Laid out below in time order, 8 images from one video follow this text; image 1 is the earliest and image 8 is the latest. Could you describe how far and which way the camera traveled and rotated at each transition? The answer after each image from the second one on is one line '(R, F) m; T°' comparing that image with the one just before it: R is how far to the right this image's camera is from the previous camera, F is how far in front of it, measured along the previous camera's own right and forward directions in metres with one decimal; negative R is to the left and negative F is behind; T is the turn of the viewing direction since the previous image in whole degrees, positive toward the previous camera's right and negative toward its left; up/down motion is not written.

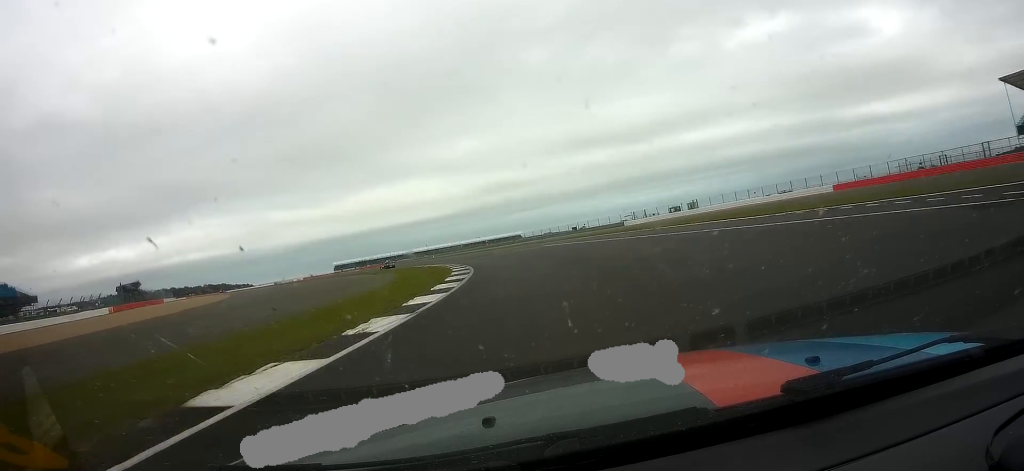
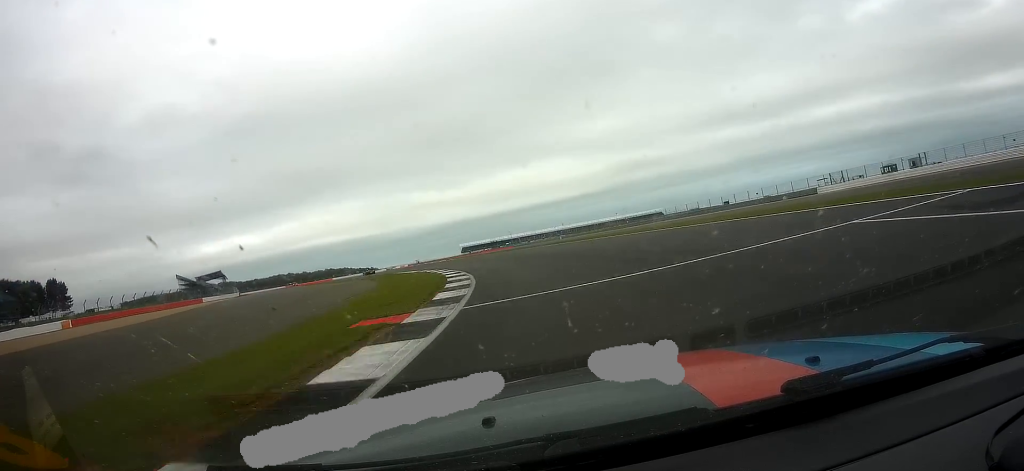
(-5.3, +42.7) m; -14°
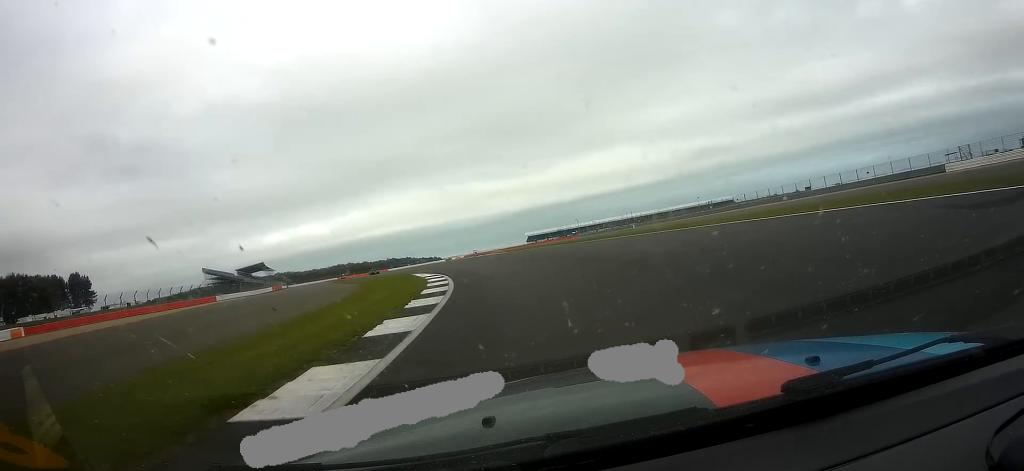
(-1.5, +21.0) m; -7°
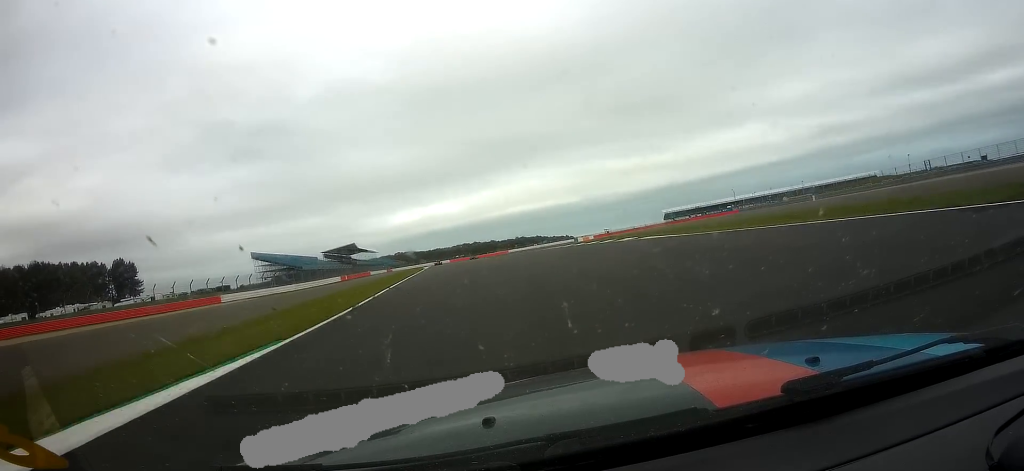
(-4.8, +41.6) m; -12°
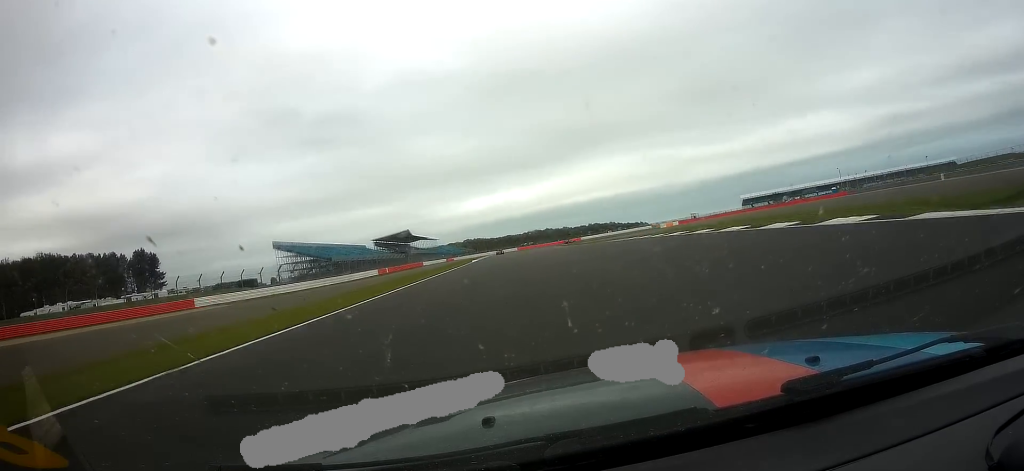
(-1.6, +23.6) m; -5°
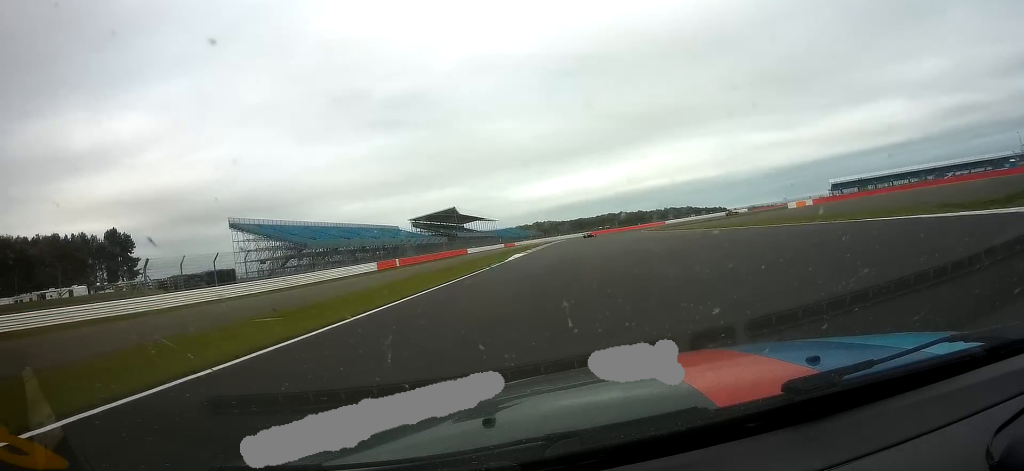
(-3.0, +42.1) m; -5°
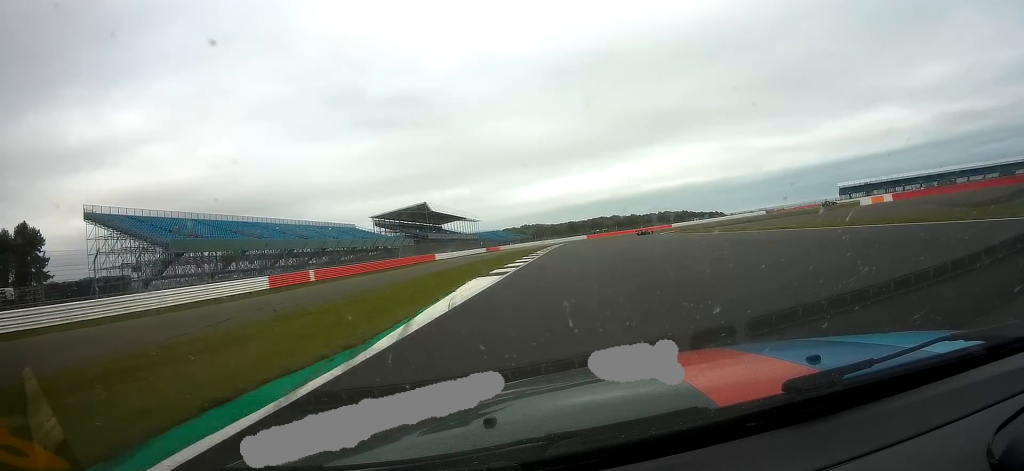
(-0.7, +29.2) m; -1°
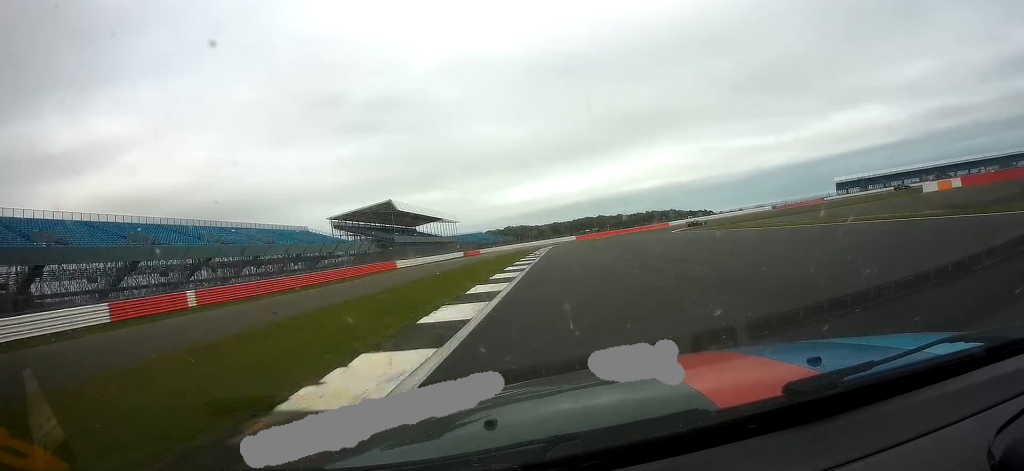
(+0.1, +18.5) m; +1°
